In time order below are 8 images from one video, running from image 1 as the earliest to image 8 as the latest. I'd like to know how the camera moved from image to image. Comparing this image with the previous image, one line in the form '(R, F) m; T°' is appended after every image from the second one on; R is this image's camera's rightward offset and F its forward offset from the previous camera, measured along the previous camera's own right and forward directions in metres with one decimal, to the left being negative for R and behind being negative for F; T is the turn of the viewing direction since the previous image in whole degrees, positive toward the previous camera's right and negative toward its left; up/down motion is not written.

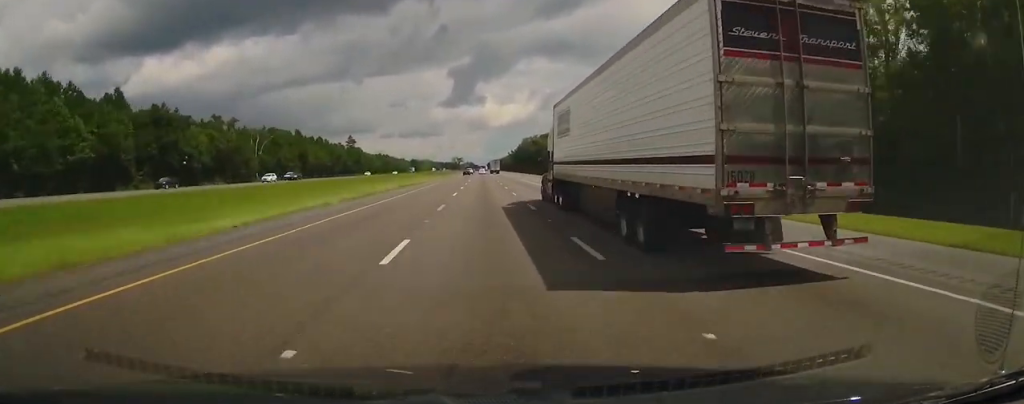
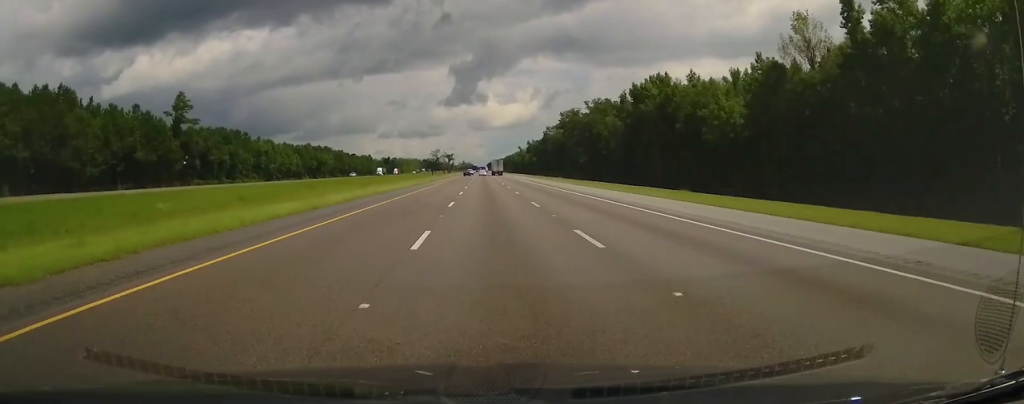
(-0.3, +201.2) m; 0°
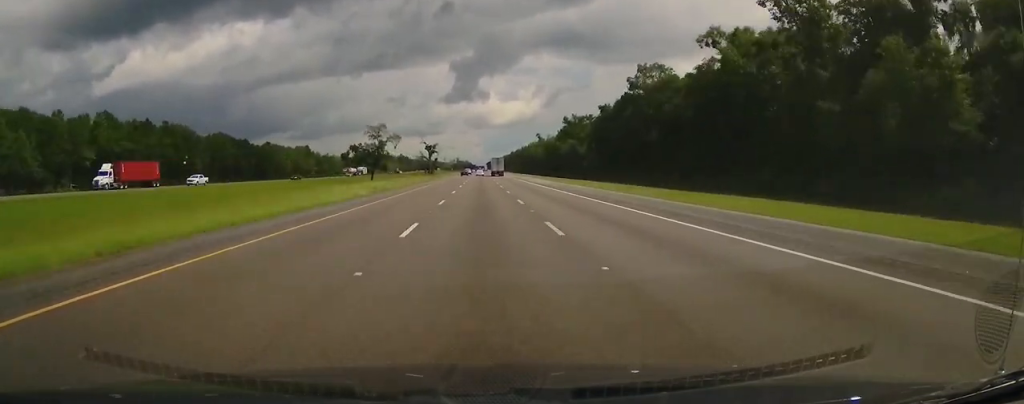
(+0.6, +162.4) m; 0°
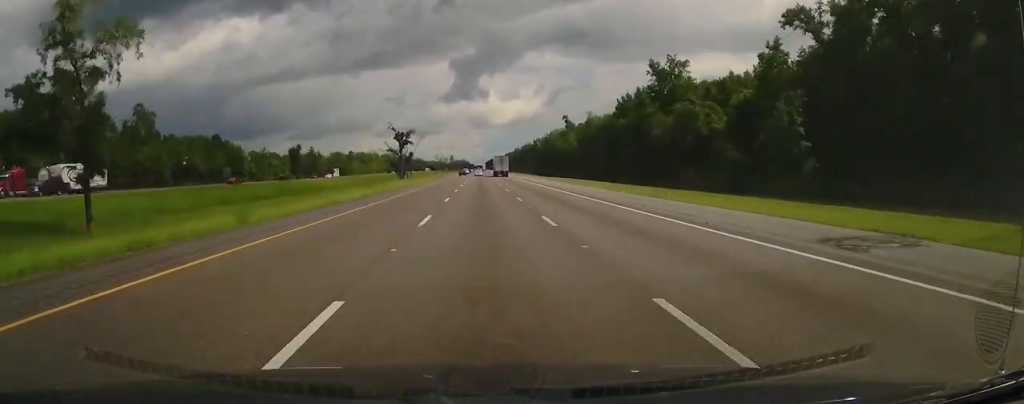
(-0.6, +100.9) m; 0°
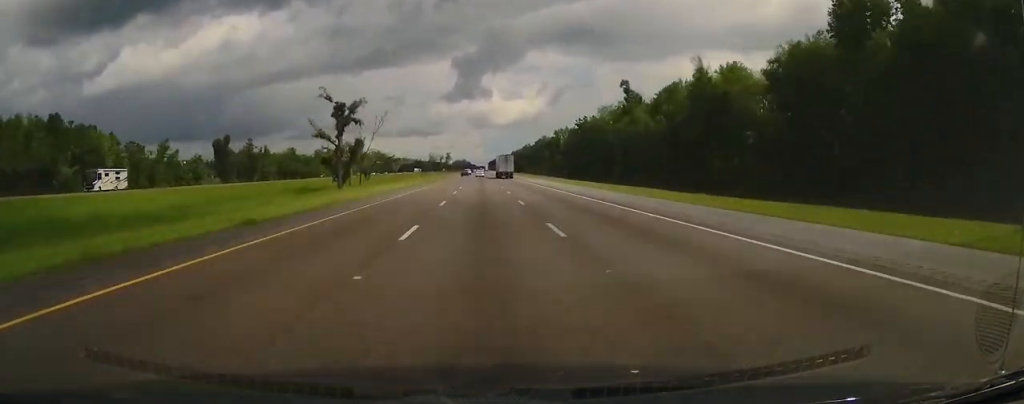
(+0.4, +80.8) m; 0°
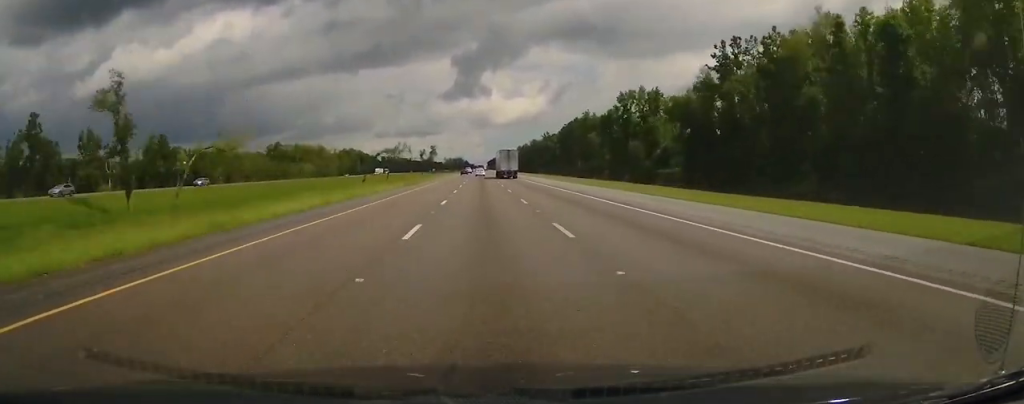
(-0.2, +108.3) m; 0°
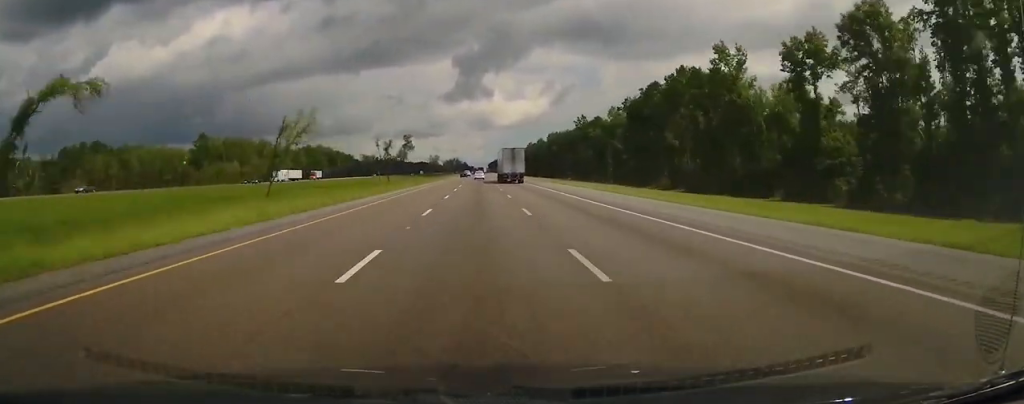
(-0.2, +86.8) m; 0°
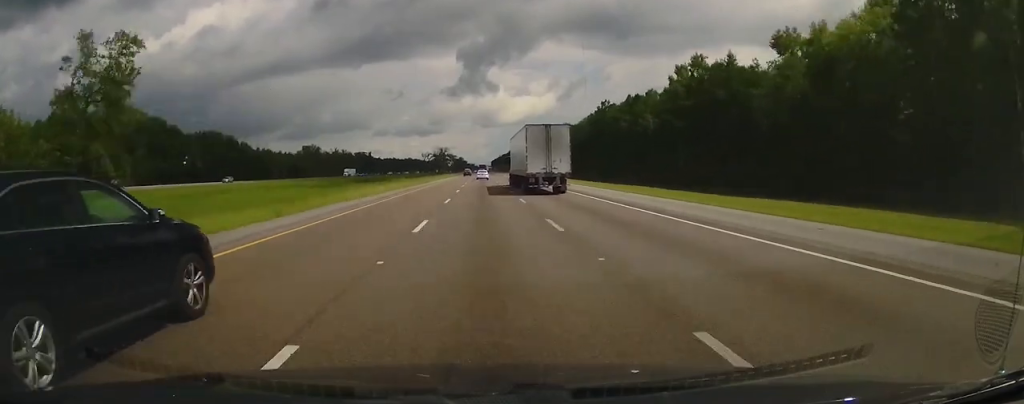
(+0.3, +166.4) m; 0°
